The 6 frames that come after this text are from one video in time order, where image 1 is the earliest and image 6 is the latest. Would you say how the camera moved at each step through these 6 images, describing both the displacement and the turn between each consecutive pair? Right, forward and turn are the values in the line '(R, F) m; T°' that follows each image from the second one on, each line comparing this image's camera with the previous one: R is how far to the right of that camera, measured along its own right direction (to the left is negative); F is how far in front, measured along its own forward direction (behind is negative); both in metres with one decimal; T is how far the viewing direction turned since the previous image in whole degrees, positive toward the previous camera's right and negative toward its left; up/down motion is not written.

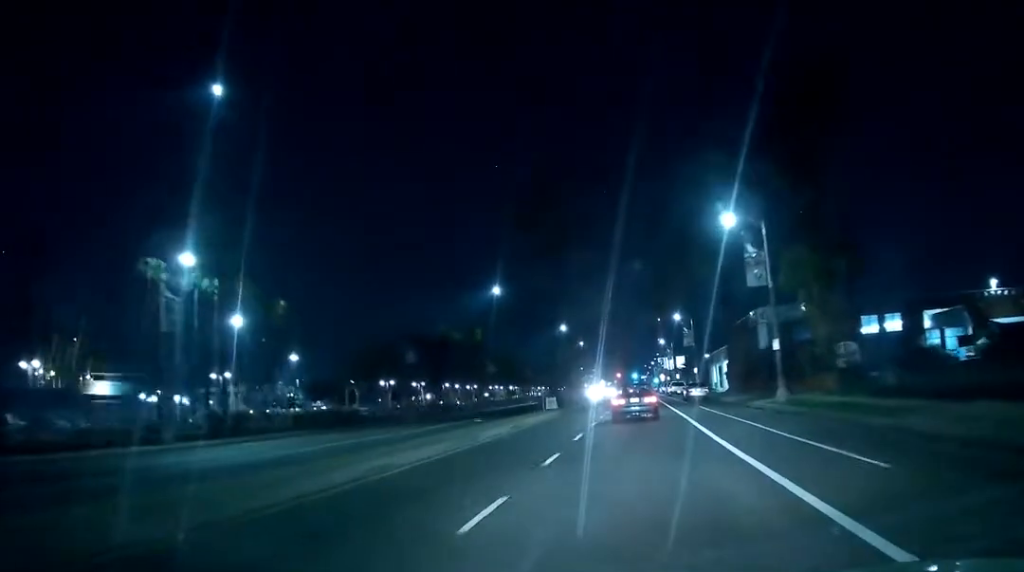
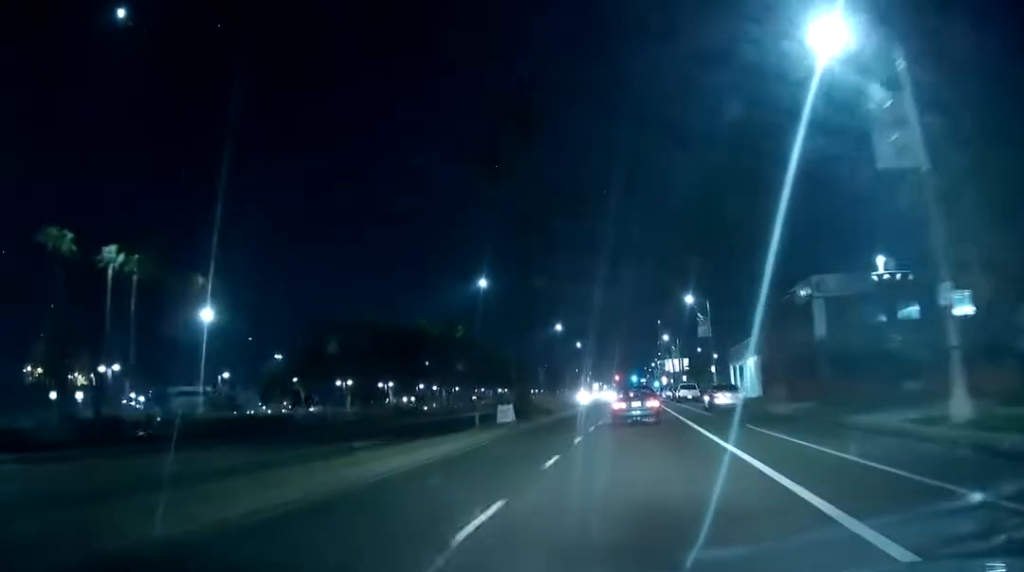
(0.0, +18.7) m; 0°
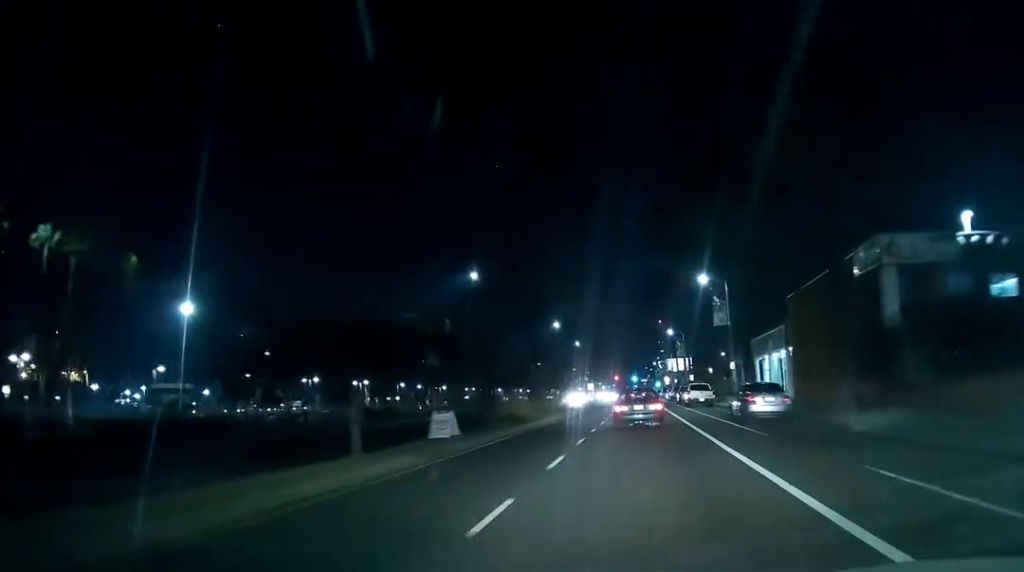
(0.0, +11.9) m; 0°
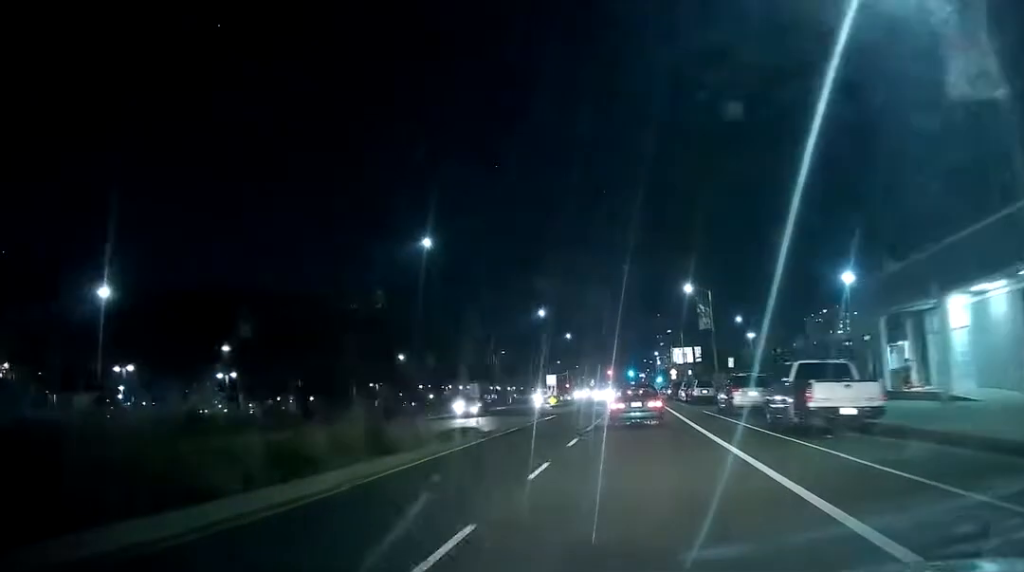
(0.0, +39.3) m; 0°
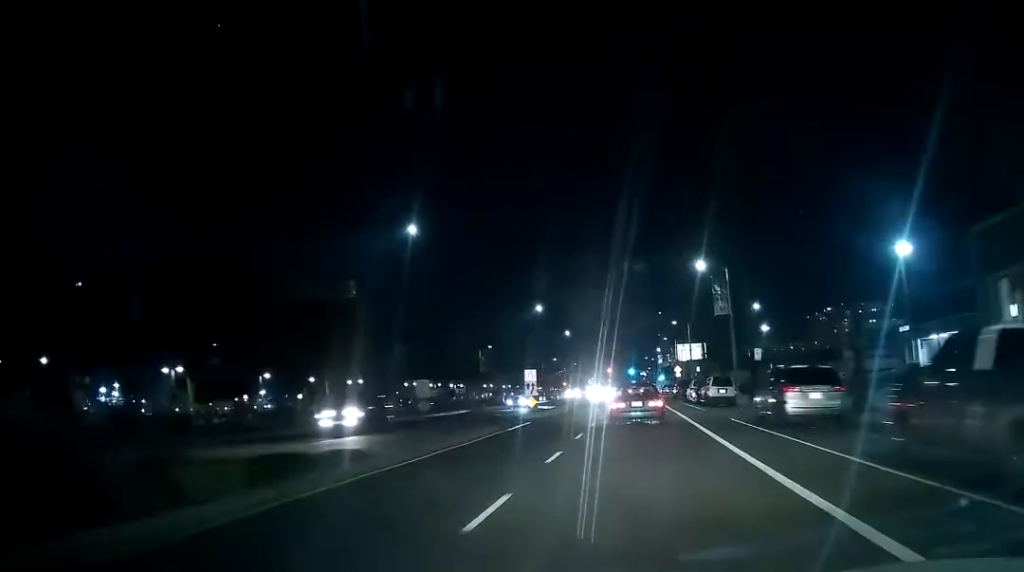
(0.0, +10.8) m; +1°
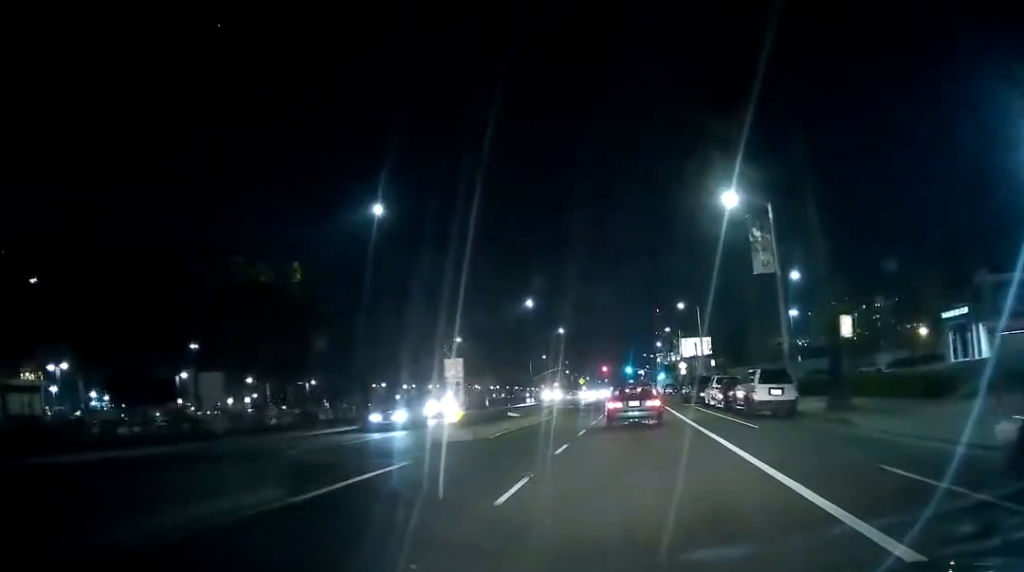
(+0.5, +16.9) m; +2°
